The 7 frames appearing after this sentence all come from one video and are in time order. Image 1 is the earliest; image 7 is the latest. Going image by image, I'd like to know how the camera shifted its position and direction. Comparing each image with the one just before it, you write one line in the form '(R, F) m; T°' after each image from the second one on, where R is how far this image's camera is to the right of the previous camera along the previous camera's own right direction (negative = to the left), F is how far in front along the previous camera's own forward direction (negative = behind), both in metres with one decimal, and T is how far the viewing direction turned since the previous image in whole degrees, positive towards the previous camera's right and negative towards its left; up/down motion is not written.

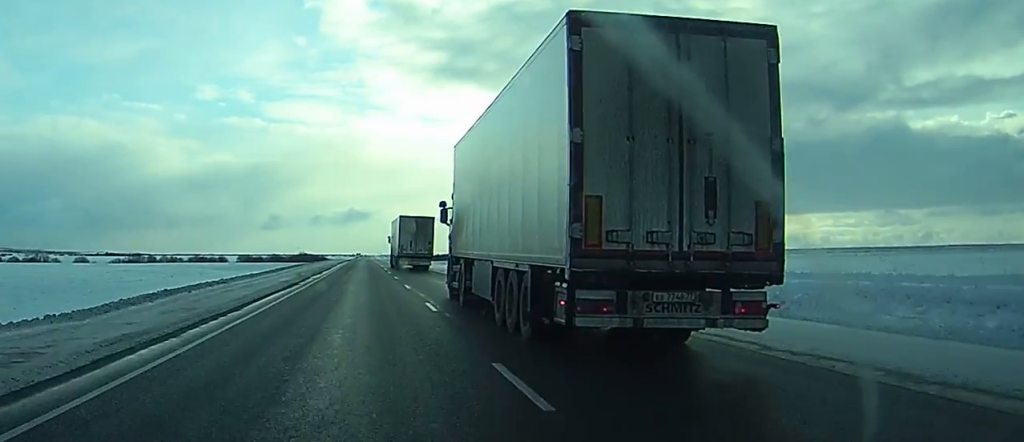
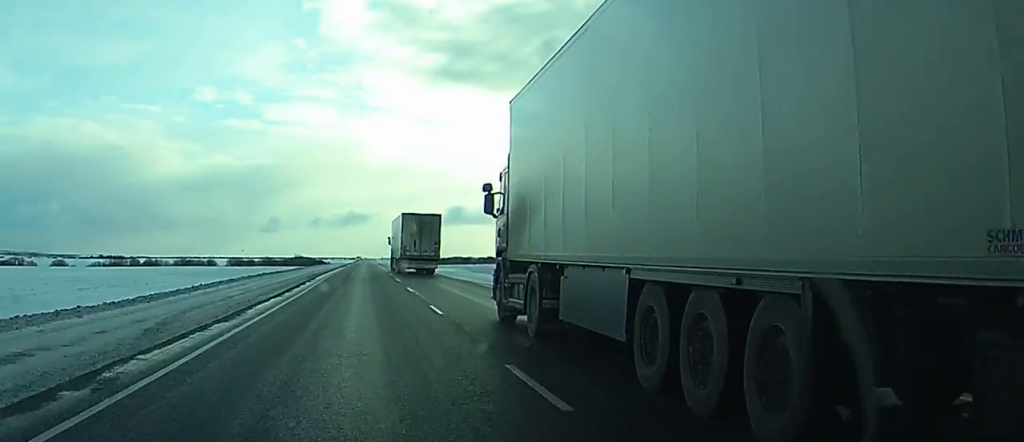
(+0.1, +33.8) m; 0°
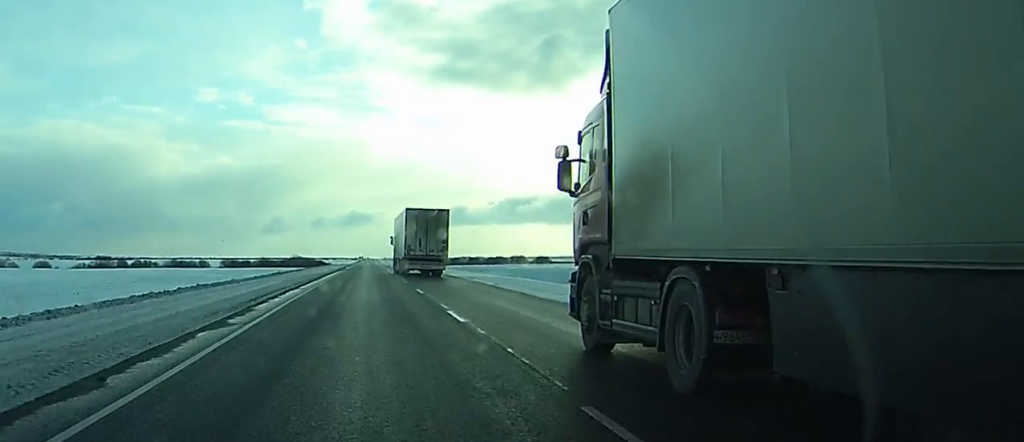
(0.0, +25.5) m; 0°
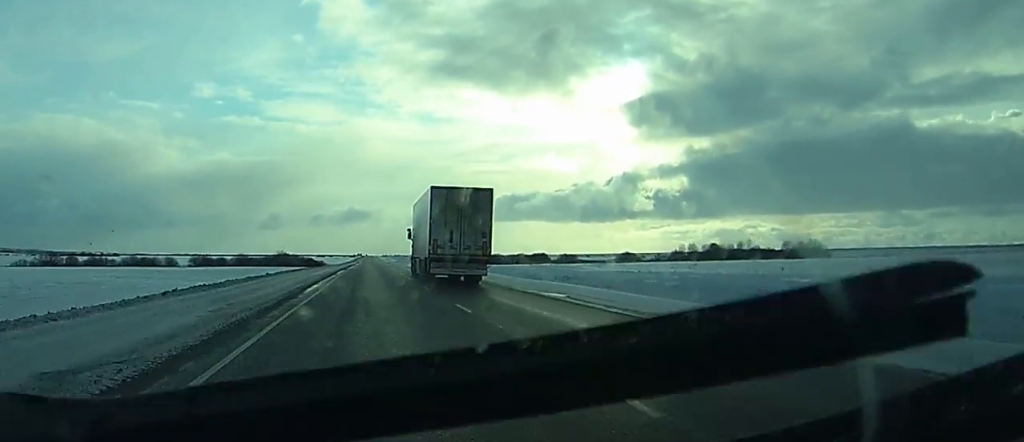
(-0.3, +66.1) m; -1°
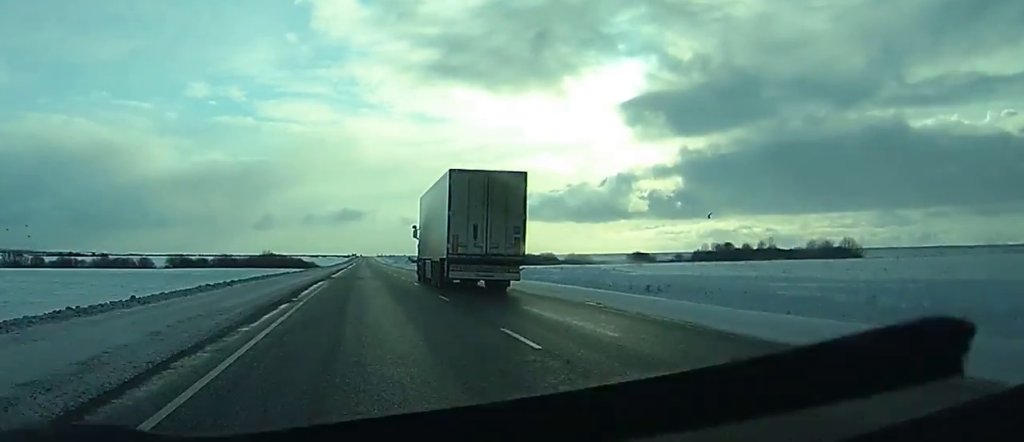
(-0.2, +30.1) m; 0°
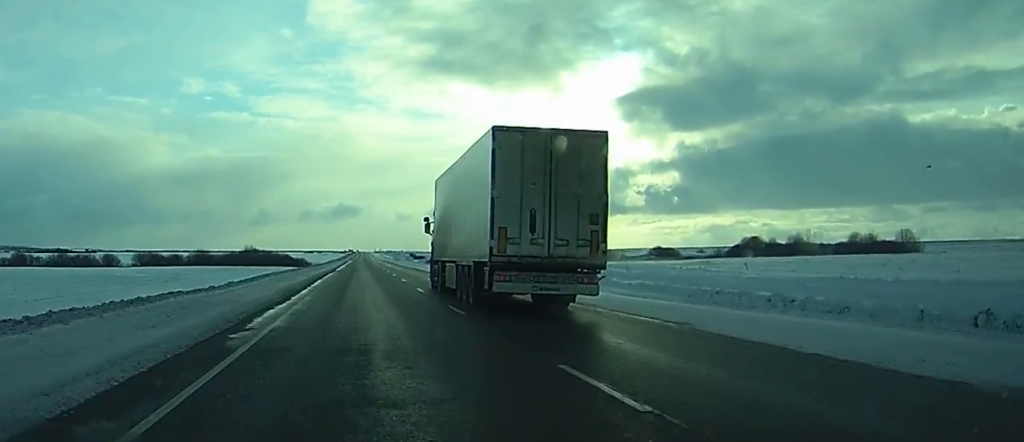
(+0.3, +39.6) m; +1°
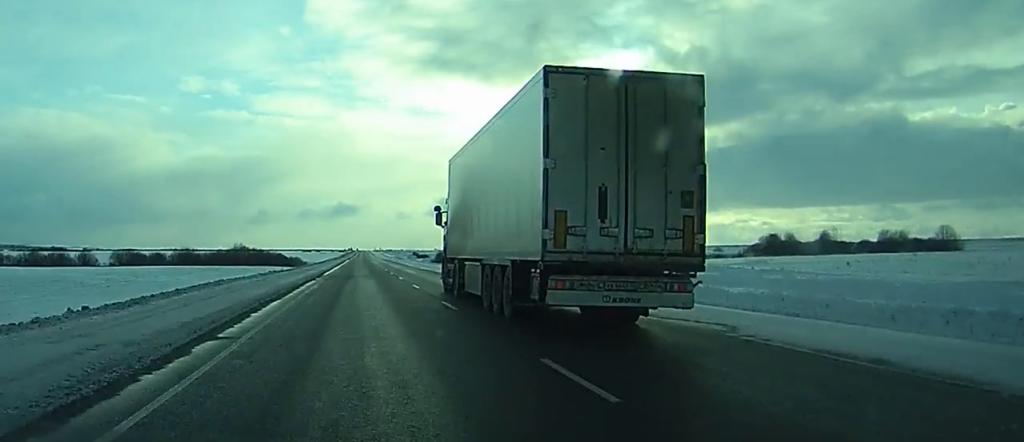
(+0.1, +23.1) m; 0°
